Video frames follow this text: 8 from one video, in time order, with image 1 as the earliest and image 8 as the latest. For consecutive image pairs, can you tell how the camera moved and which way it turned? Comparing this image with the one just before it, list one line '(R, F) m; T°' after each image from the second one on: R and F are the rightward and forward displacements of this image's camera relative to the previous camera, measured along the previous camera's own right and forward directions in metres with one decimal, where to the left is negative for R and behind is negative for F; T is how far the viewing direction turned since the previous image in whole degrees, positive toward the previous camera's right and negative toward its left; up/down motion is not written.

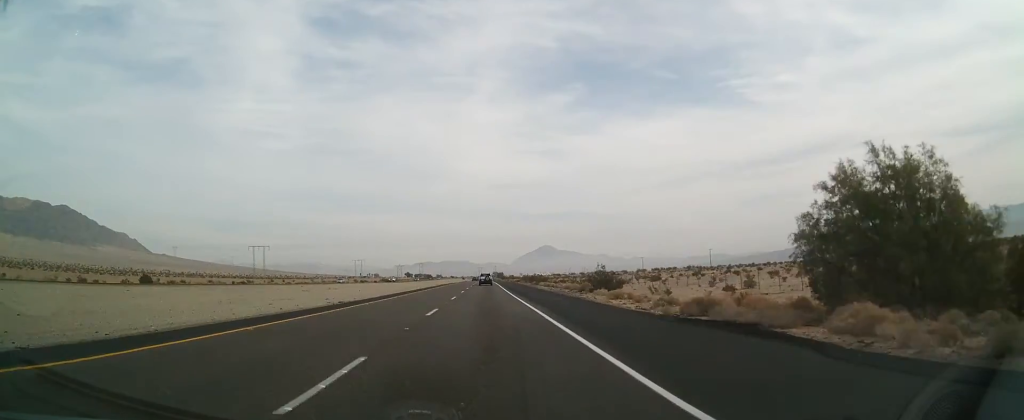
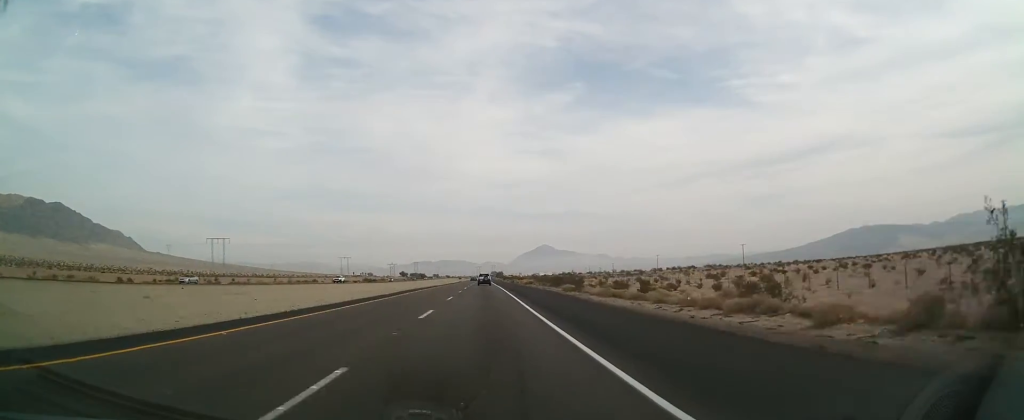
(+0.2, +44.7) m; 0°
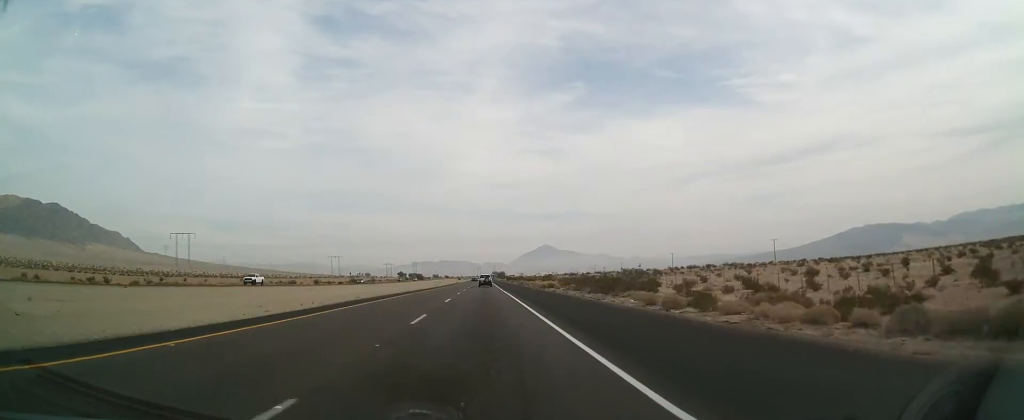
(0.0, +31.5) m; 0°
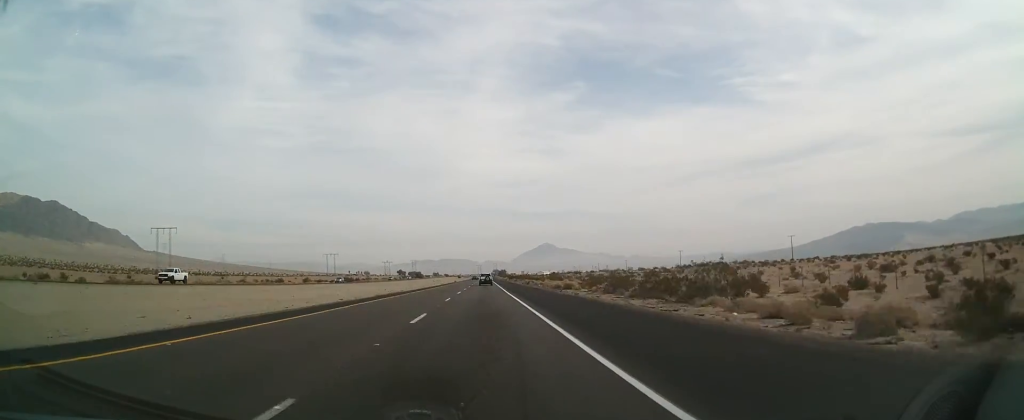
(0.0, +14.6) m; 0°
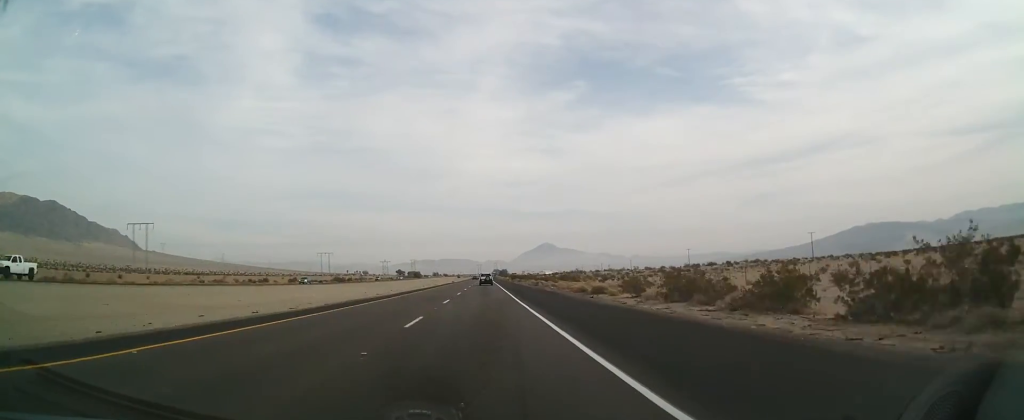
(0.0, +15.8) m; 0°
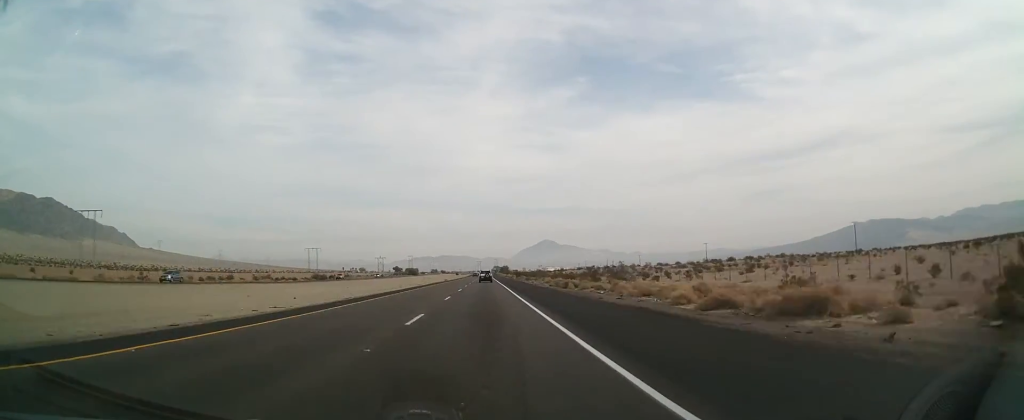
(-0.1, +29.3) m; -1°
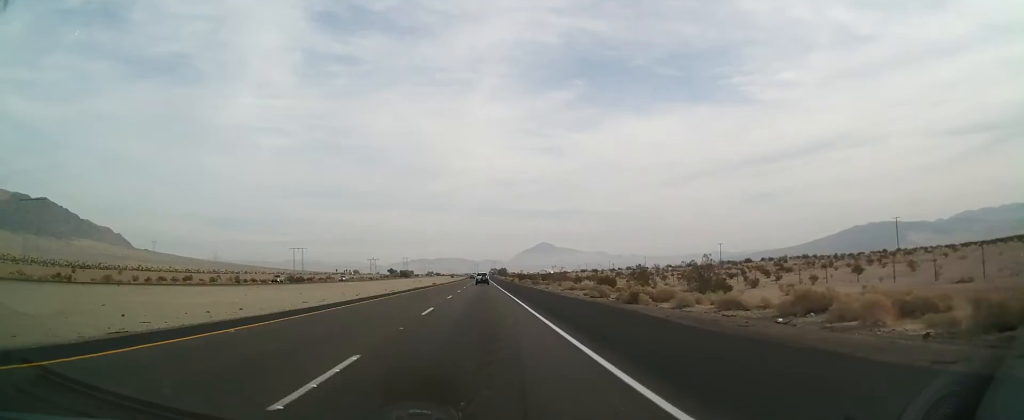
(-0.3, +24.7) m; 0°
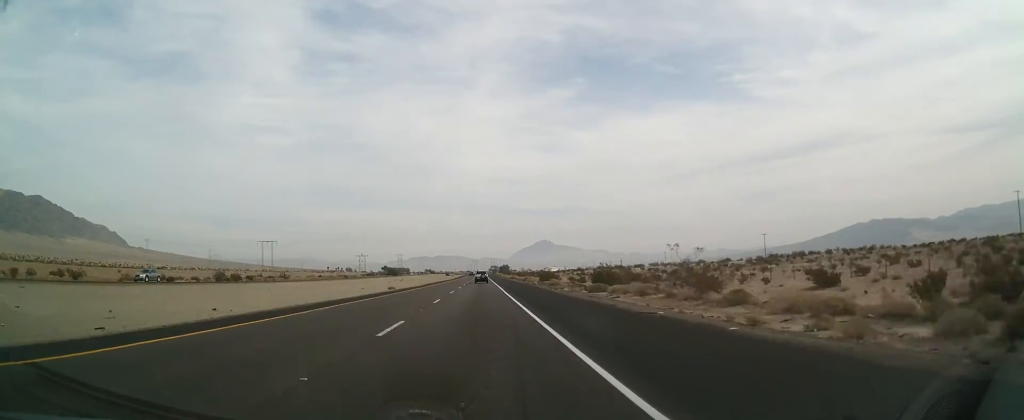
(+0.7, +51.5) m; +2°
